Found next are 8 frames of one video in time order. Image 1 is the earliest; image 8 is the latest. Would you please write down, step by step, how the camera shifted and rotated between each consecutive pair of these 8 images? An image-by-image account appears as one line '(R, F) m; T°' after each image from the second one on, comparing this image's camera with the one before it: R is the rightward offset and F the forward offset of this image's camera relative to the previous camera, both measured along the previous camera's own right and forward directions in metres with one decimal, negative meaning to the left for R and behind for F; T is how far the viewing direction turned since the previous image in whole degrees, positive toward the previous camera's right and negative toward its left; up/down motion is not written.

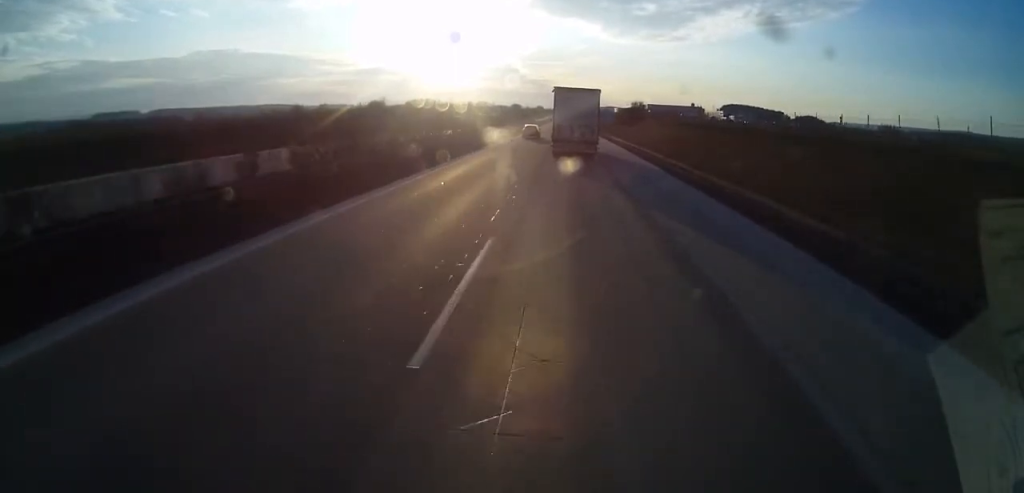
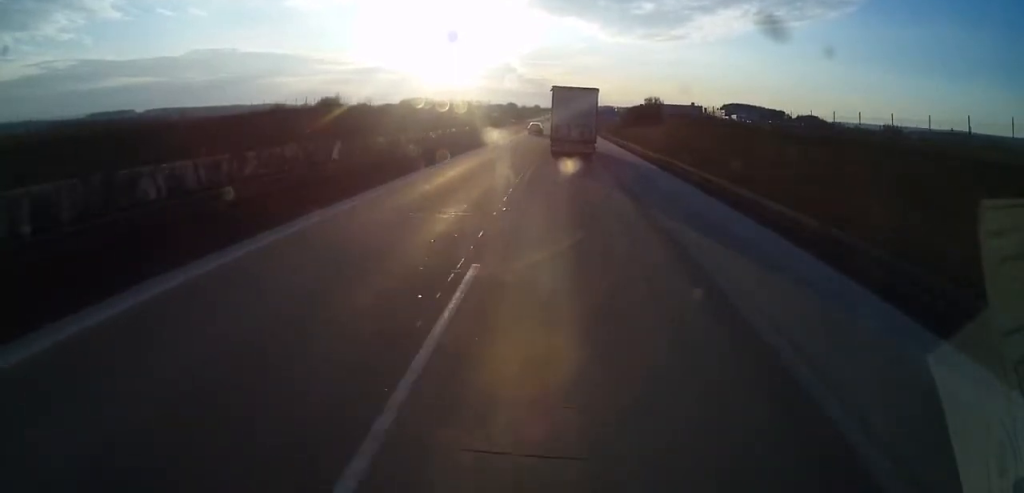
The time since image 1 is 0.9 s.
(0.0, +20.4) m; +1°
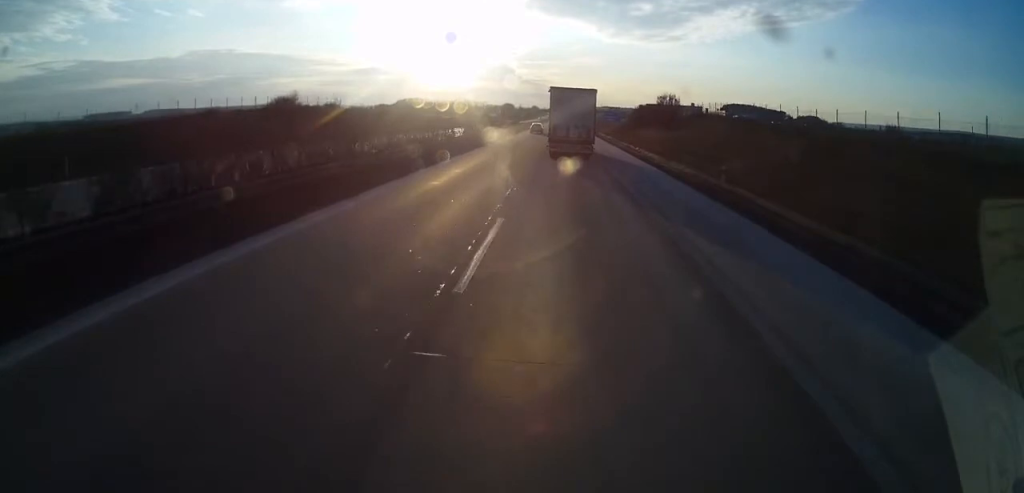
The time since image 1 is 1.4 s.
(+0.2, +13.4) m; 0°
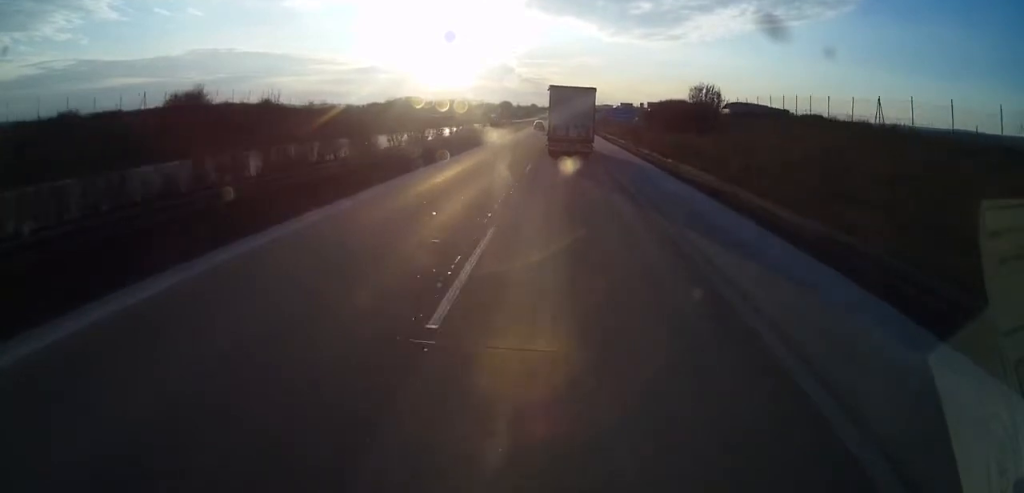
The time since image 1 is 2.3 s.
(+0.1, +19.7) m; 0°
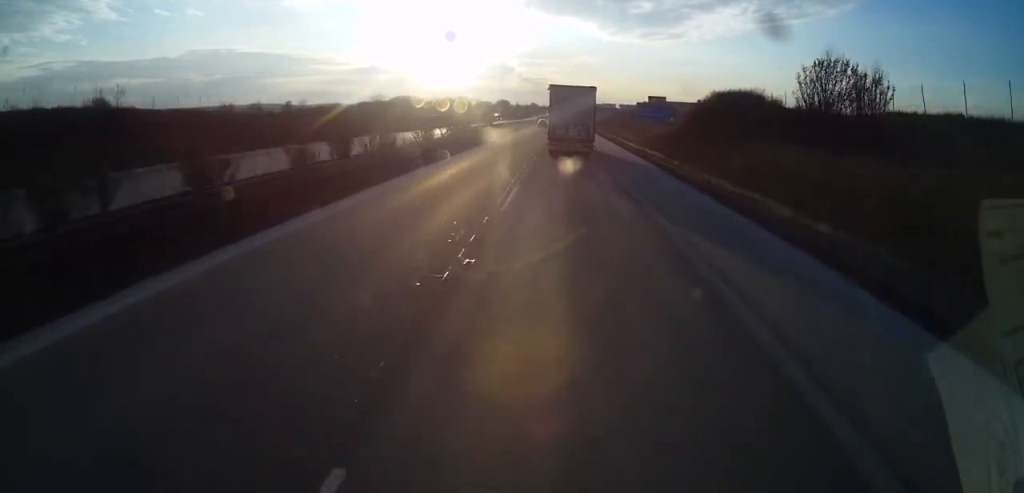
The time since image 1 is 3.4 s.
(0.0, +27.5) m; -1°
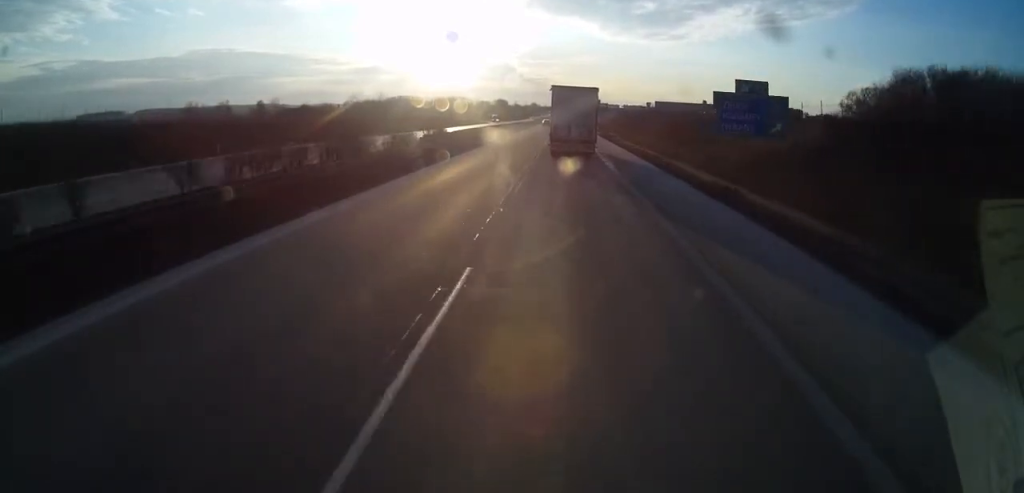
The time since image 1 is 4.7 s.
(-0.5, +30.7) m; 0°
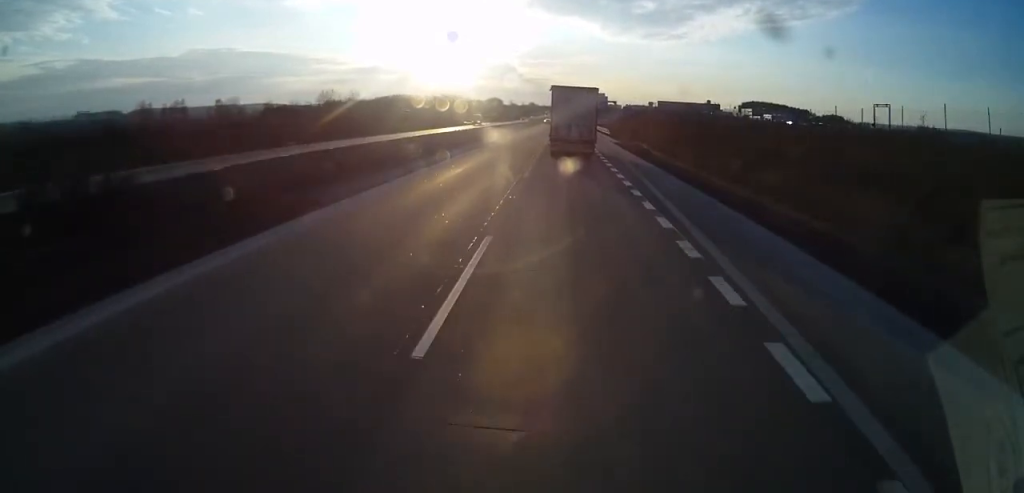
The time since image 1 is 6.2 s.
(+0.7, +33.7) m; 0°
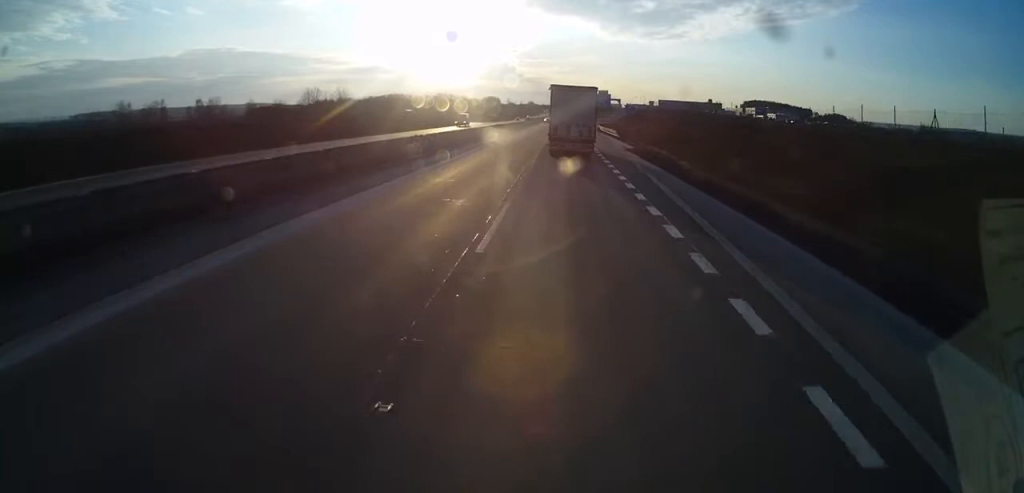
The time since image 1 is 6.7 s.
(-0.5, +13.3) m; -1°
